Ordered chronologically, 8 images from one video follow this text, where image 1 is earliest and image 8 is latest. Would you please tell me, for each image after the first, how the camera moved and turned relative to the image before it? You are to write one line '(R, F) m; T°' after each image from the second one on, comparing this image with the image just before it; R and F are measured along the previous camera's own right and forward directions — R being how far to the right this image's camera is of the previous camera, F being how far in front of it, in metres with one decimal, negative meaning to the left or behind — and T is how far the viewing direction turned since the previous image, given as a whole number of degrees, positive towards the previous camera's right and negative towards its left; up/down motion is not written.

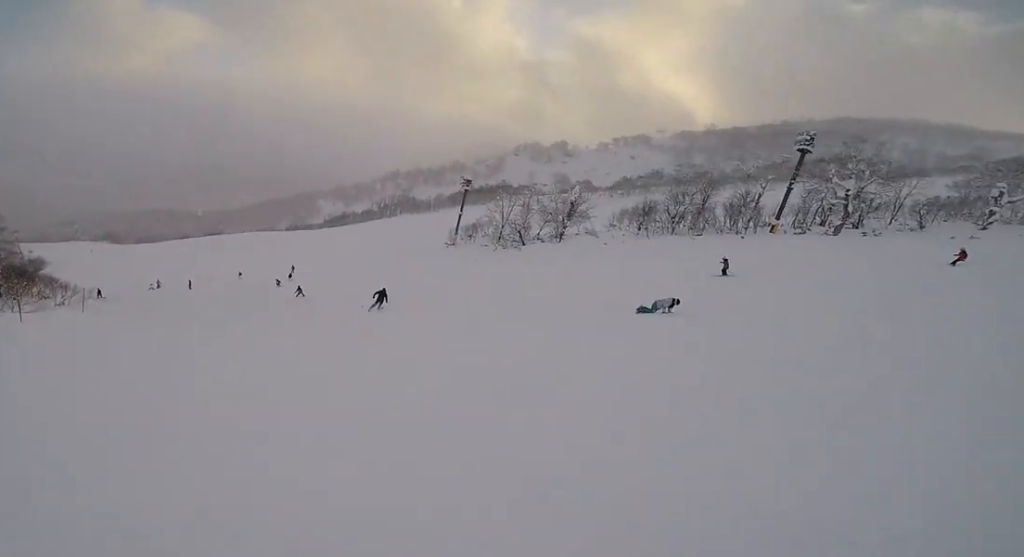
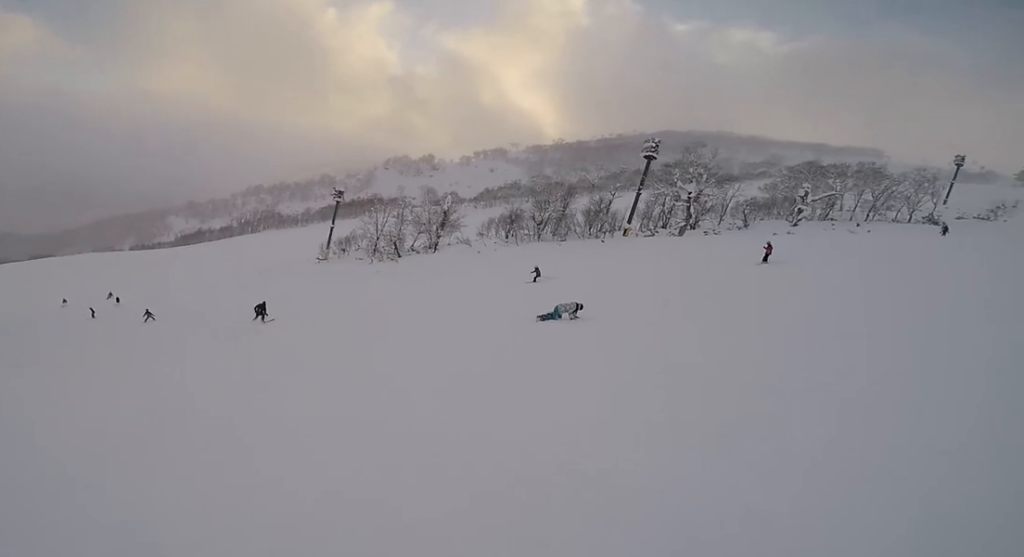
(+0.9, +2.9) m; +11°
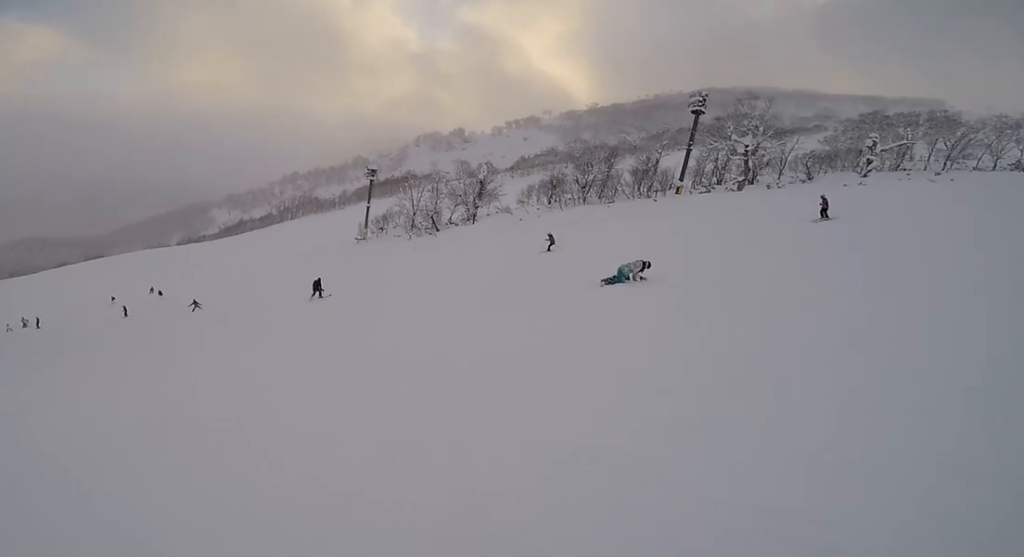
(0.0, +1.7) m; -4°
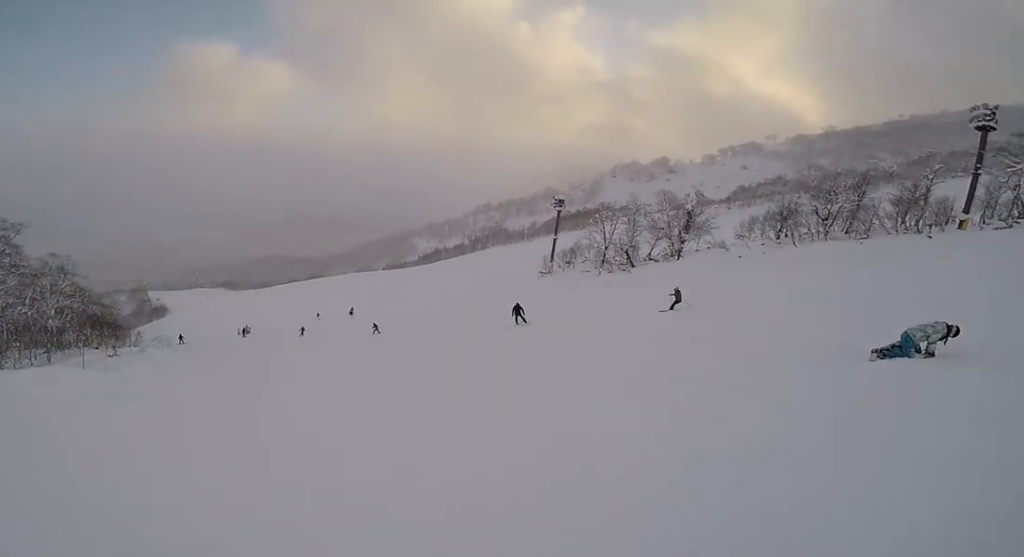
(0.0, +3.1) m; -14°
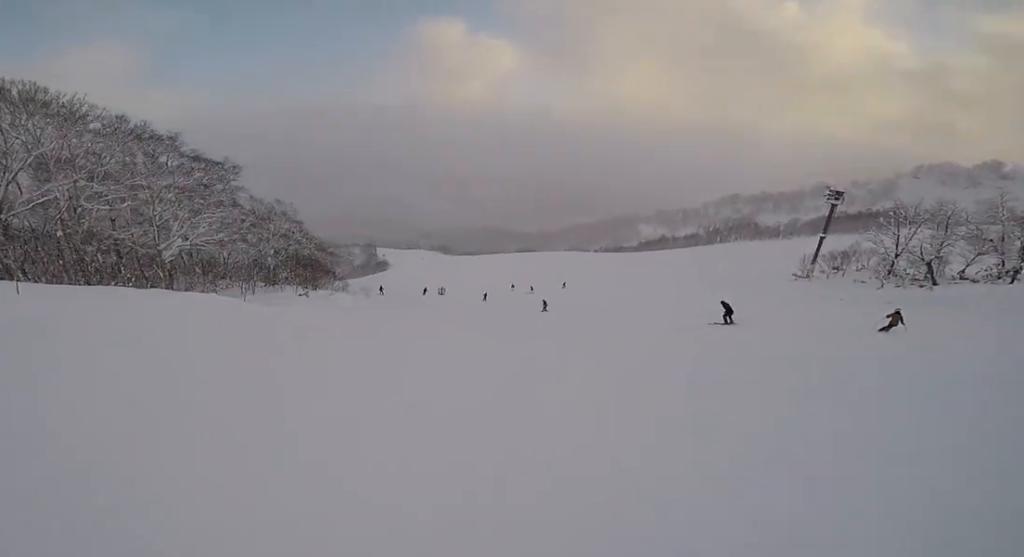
(-1.1, +4.5) m; -39°
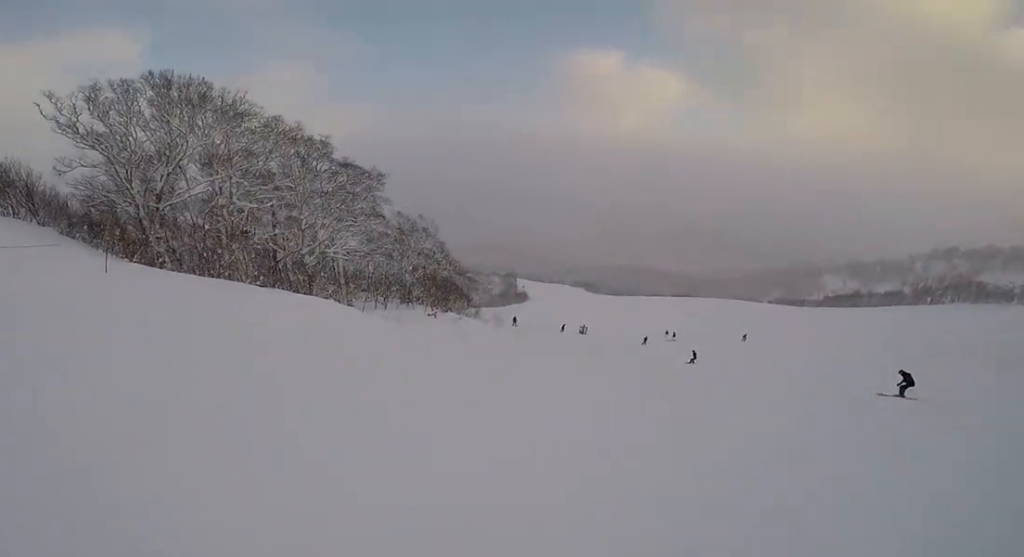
(-1.2, +2.5) m; -22°
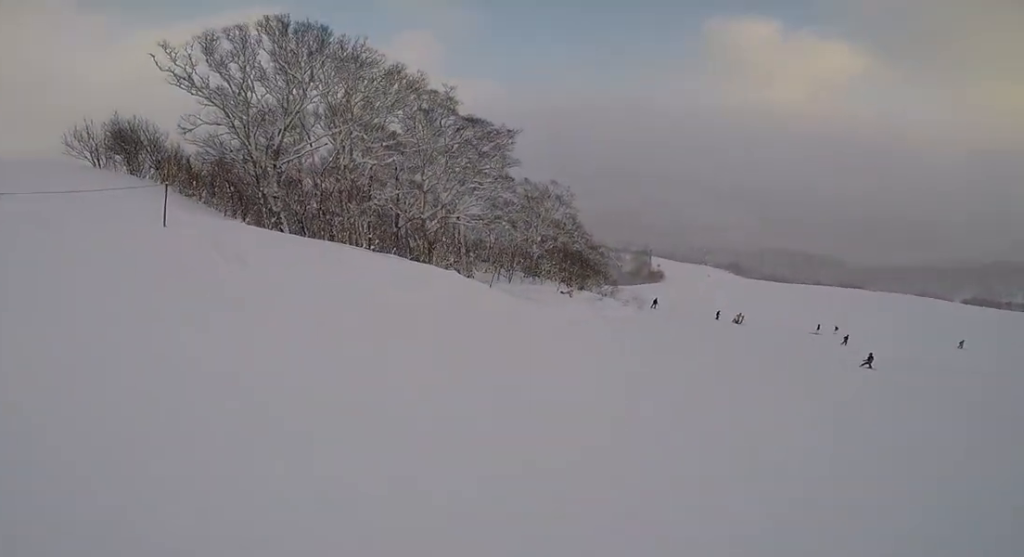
(-0.8, +3.4) m; -5°
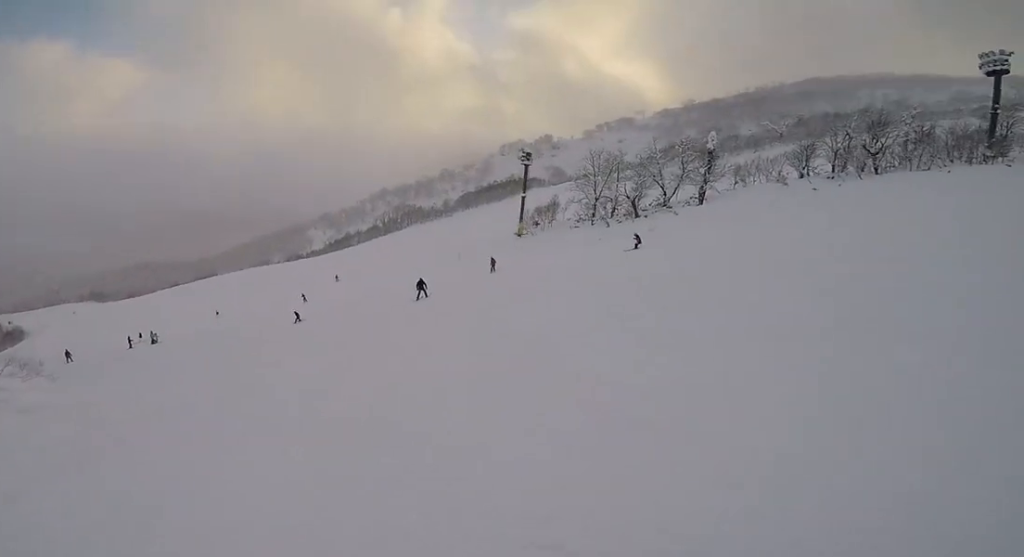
(+5.0, +8.1) m; +69°
